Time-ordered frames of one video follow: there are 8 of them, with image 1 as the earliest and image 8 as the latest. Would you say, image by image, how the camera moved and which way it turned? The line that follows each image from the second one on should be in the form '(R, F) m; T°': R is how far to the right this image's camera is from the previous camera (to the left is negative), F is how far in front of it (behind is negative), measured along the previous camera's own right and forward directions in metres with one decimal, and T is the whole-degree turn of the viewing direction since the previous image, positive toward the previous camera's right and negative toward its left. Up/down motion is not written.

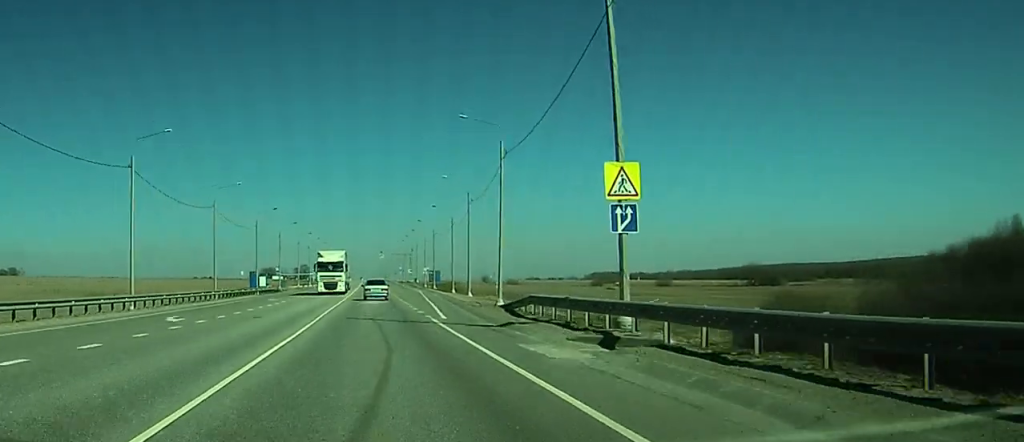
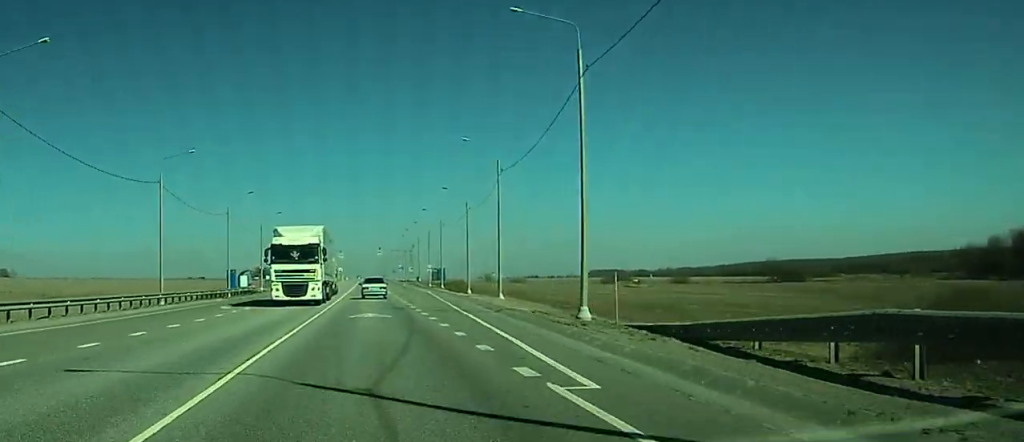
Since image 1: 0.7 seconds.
(0.0, +20.3) m; 0°
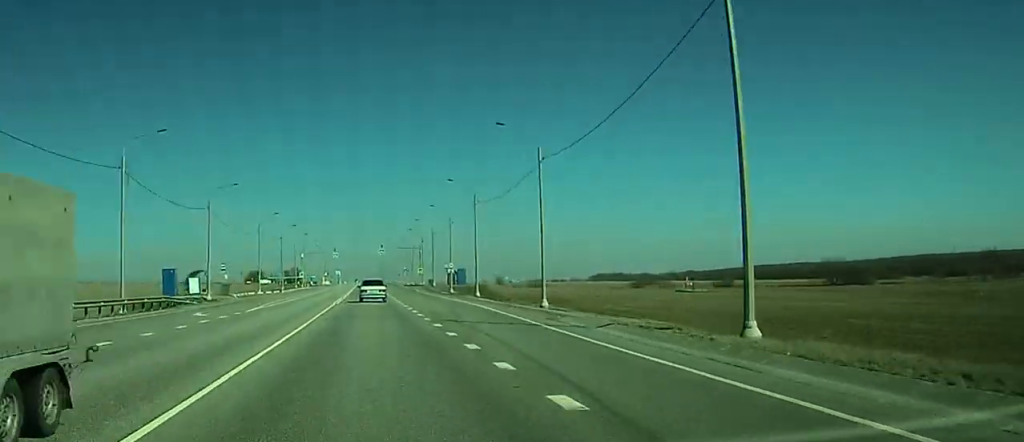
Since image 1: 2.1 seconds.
(+0.4, +39.9) m; +1°
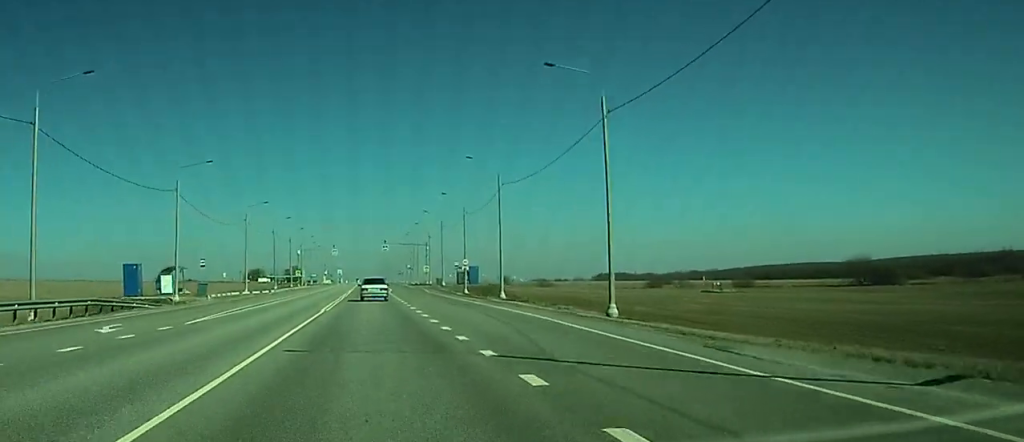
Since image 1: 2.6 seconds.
(+0.1, +14.7) m; 0°
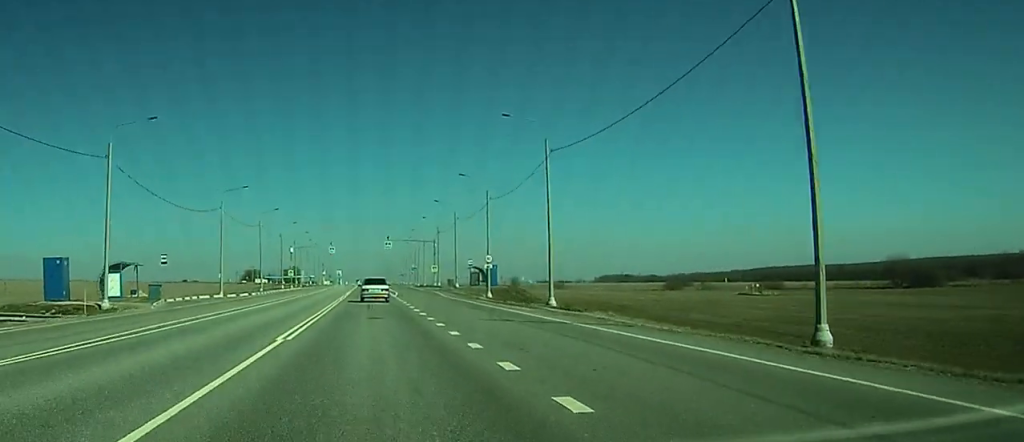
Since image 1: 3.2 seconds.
(-0.1, +18.8) m; 0°
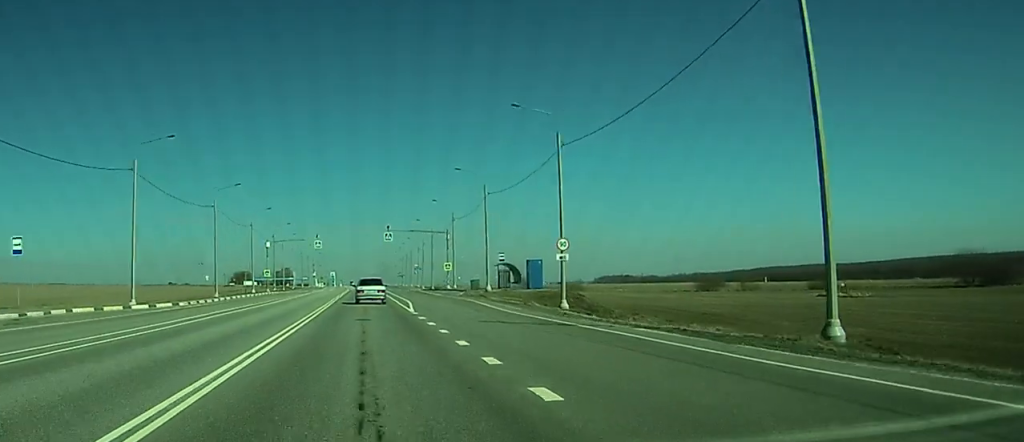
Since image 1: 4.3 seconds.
(+0.1, +32.8) m; +1°
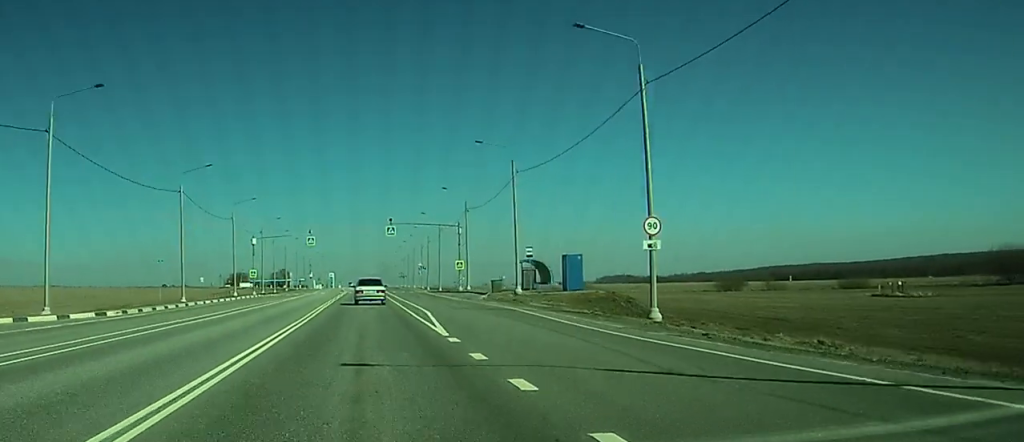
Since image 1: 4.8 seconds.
(+0.3, +16.1) m; +1°
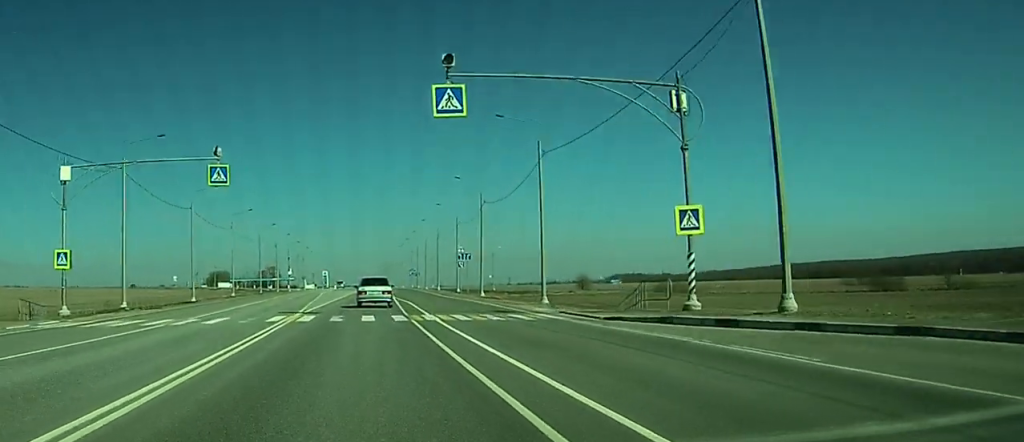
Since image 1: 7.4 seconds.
(0.0, +77.3) m; -1°
